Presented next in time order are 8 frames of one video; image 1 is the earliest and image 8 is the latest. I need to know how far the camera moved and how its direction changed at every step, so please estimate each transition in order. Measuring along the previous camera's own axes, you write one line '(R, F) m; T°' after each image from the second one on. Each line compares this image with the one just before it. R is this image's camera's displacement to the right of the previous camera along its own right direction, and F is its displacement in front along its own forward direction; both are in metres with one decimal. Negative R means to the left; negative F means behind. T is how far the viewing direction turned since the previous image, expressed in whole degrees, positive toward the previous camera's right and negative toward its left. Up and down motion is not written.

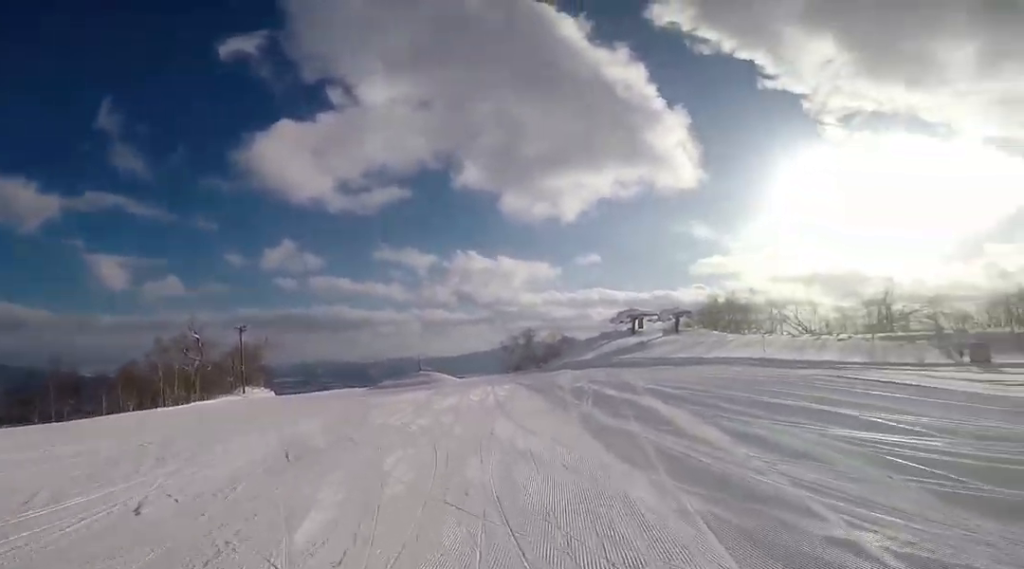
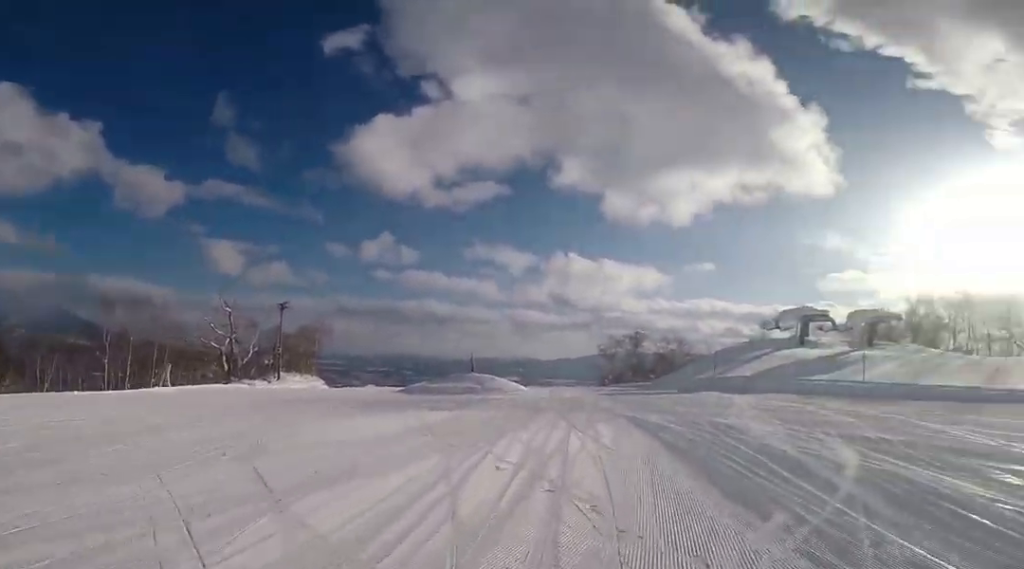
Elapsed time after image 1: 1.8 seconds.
(-0.5, +13.1) m; +2°
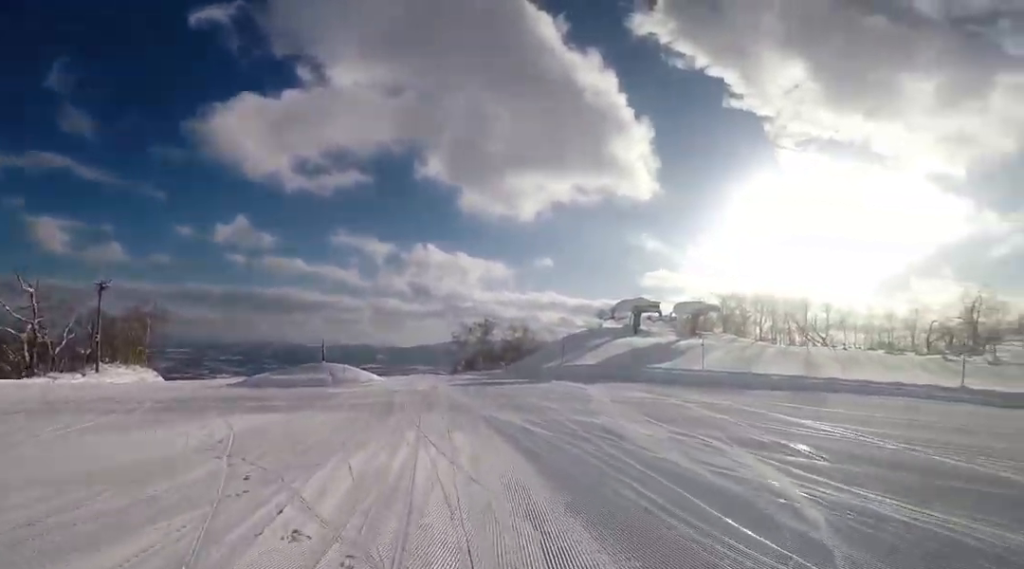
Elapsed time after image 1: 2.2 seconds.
(+0.1, +2.7) m; +3°
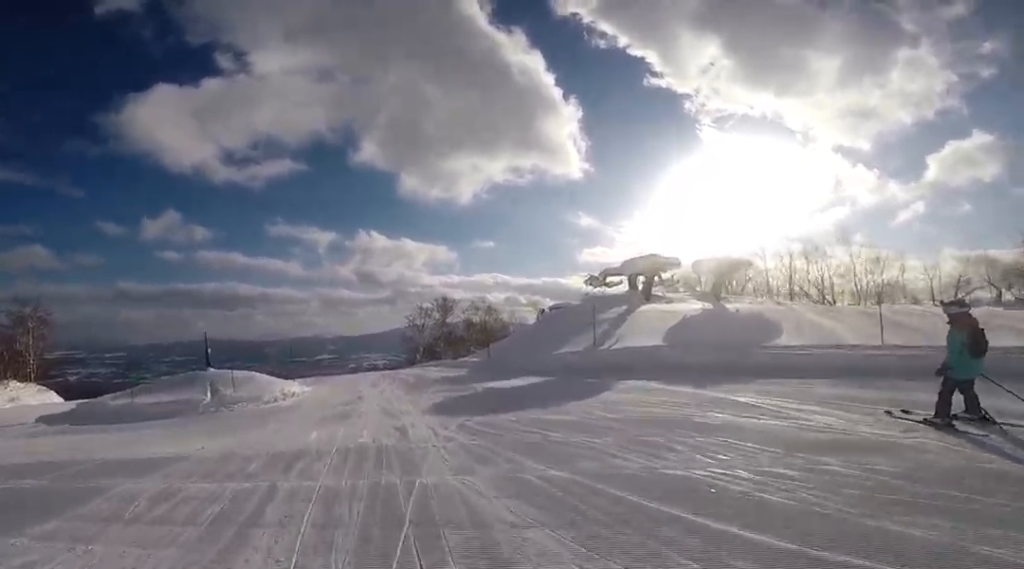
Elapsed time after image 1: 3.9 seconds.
(-1.4, +9.0) m; -13°
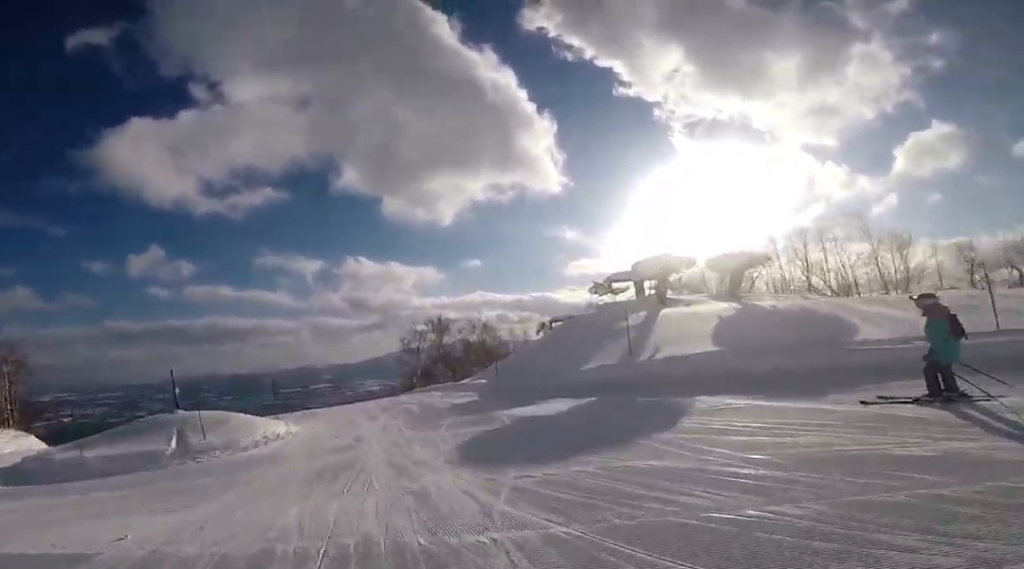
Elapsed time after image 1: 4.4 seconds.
(-0.2, +2.2) m; +4°
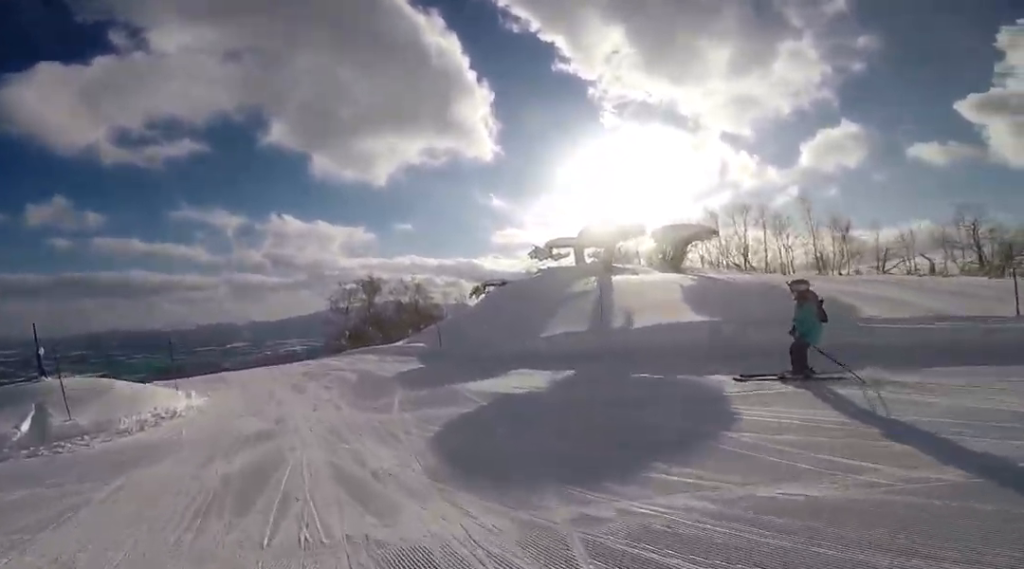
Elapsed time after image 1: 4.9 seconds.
(+0.4, +2.3) m; +13°
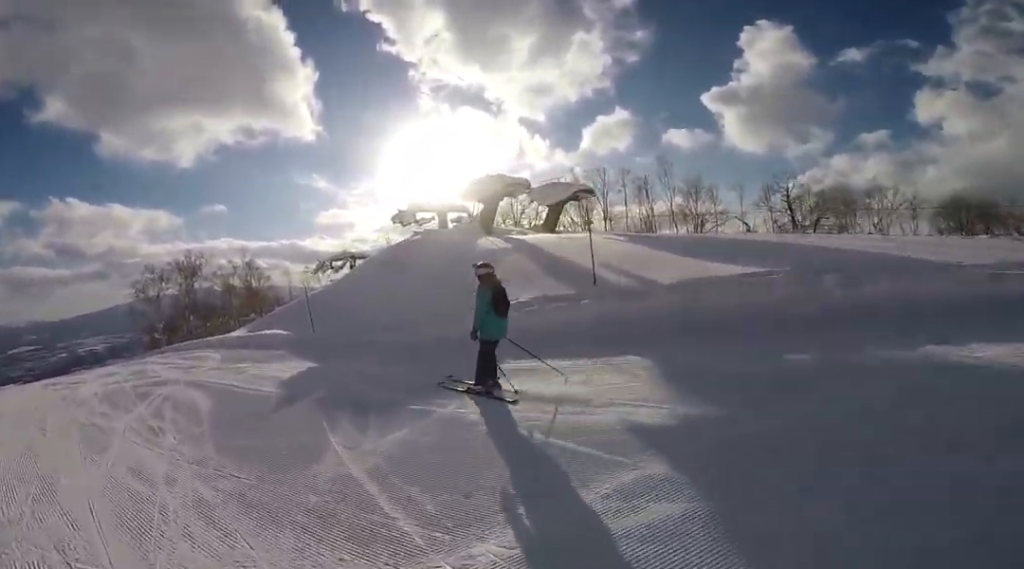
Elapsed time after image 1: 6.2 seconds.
(+1.3, +4.7) m; +15°
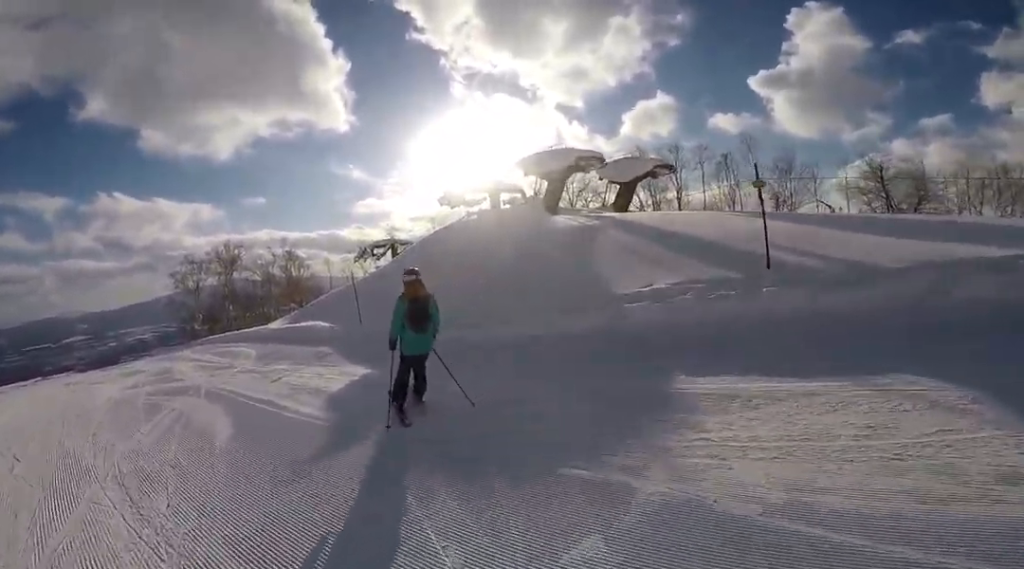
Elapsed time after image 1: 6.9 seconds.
(-0.3, +2.2) m; -8°
